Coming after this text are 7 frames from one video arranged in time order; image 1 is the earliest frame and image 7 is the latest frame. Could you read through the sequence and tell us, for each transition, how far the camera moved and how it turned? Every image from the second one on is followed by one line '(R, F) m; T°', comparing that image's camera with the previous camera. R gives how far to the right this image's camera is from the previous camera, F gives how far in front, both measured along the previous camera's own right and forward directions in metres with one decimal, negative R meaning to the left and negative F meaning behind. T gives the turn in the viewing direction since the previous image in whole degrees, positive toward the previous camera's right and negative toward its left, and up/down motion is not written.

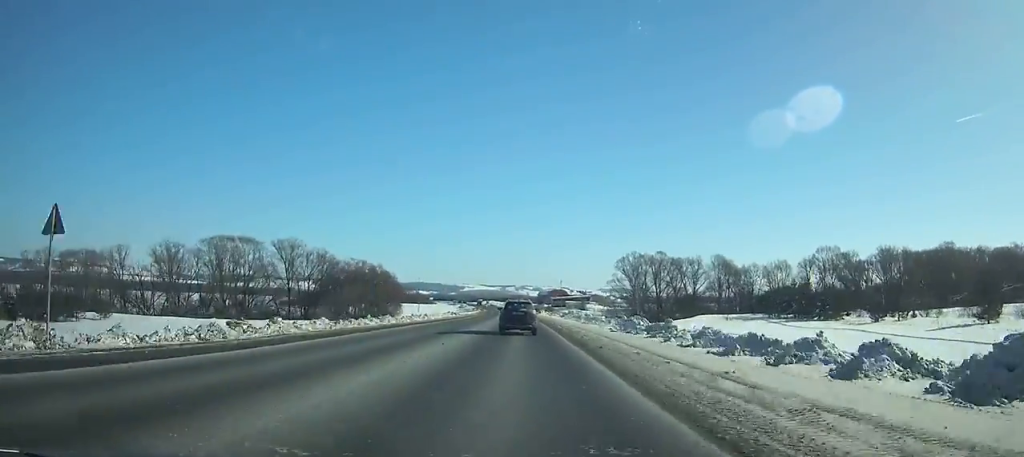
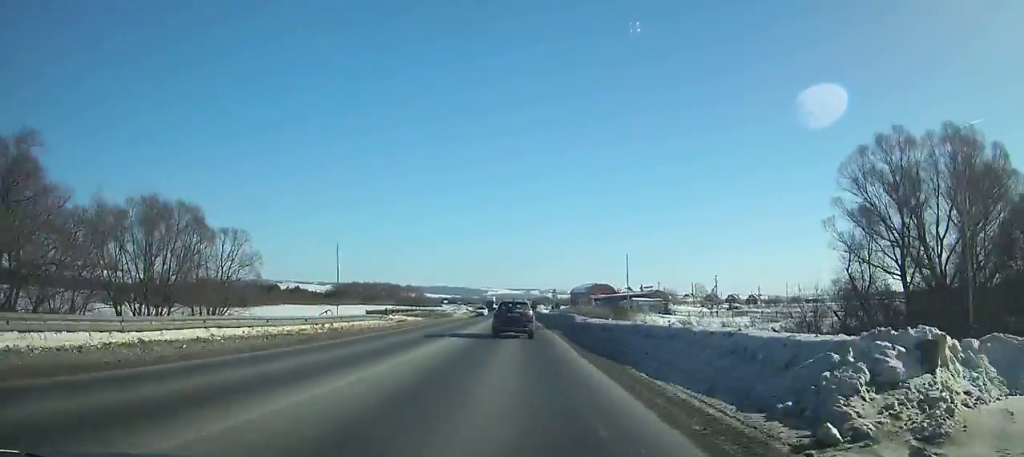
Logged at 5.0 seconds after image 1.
(-1.7, +109.9) m; -2°
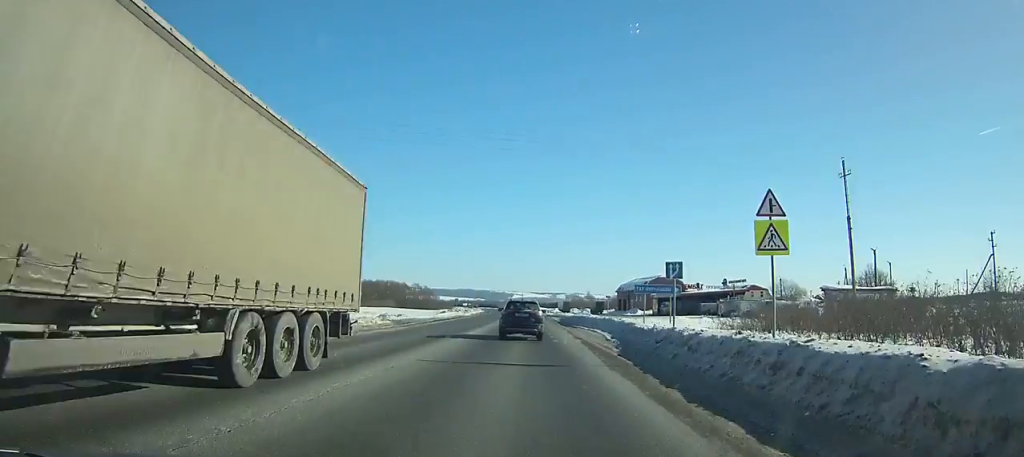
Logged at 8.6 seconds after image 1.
(-1.5, +76.7) m; -2°
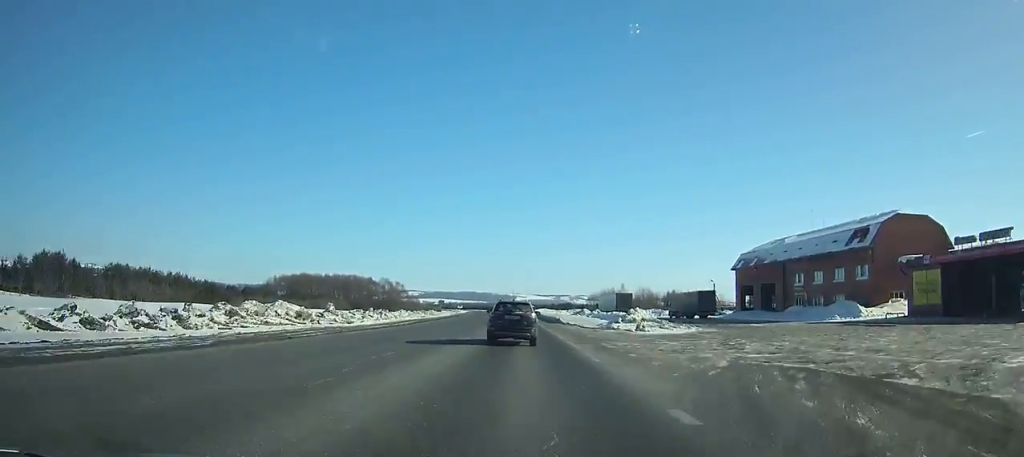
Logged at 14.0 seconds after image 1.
(-1.7, +111.2) m; -1°
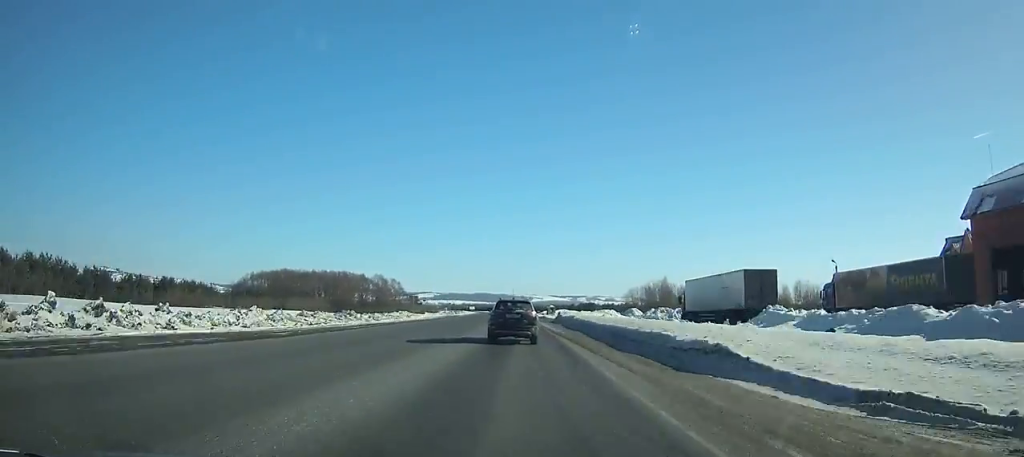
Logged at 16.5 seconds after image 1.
(+0.1, +50.3) m; -1°
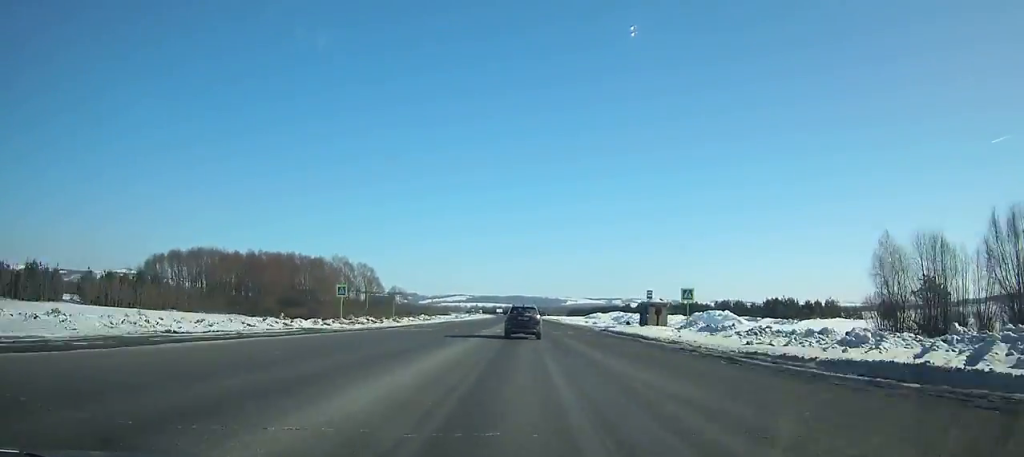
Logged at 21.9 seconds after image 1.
(-3.3, +109.9) m; -3°
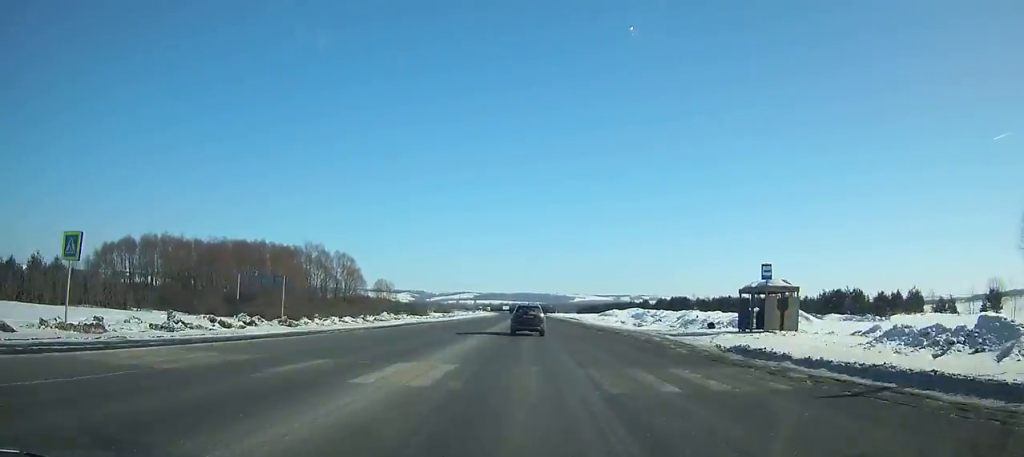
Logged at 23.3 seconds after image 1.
(-0.2, +29.6) m; -1°
